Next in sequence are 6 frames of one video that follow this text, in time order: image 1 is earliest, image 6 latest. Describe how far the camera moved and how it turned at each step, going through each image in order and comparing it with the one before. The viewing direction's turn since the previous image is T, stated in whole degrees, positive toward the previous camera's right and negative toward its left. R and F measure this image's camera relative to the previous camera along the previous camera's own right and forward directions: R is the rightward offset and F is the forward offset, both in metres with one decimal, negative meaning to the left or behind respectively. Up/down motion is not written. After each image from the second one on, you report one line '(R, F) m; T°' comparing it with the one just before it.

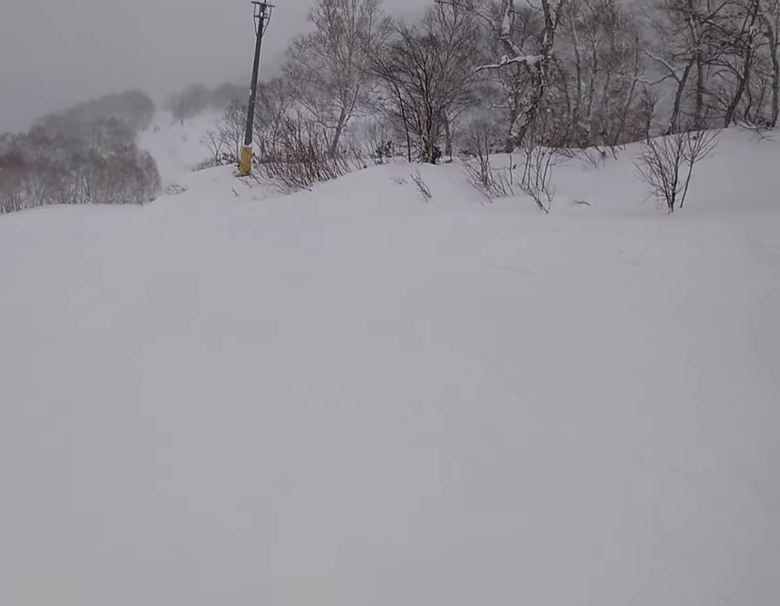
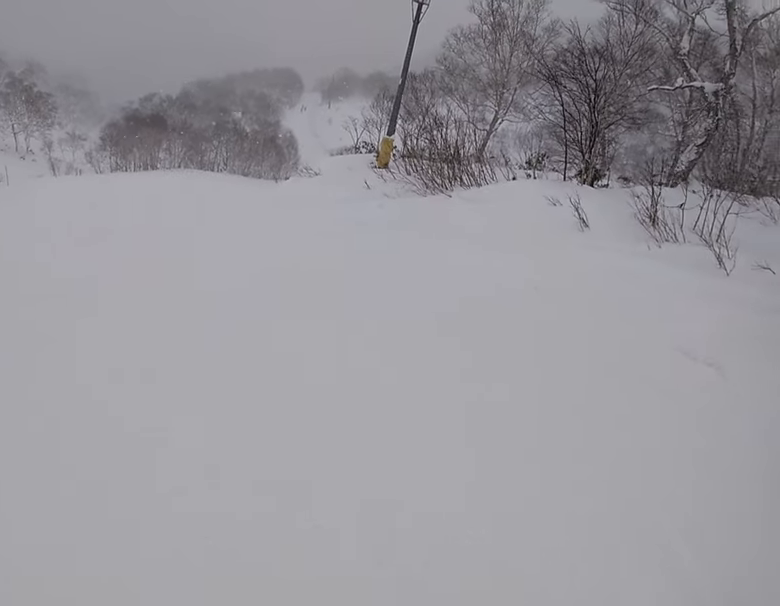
(-0.5, +2.0) m; -19°
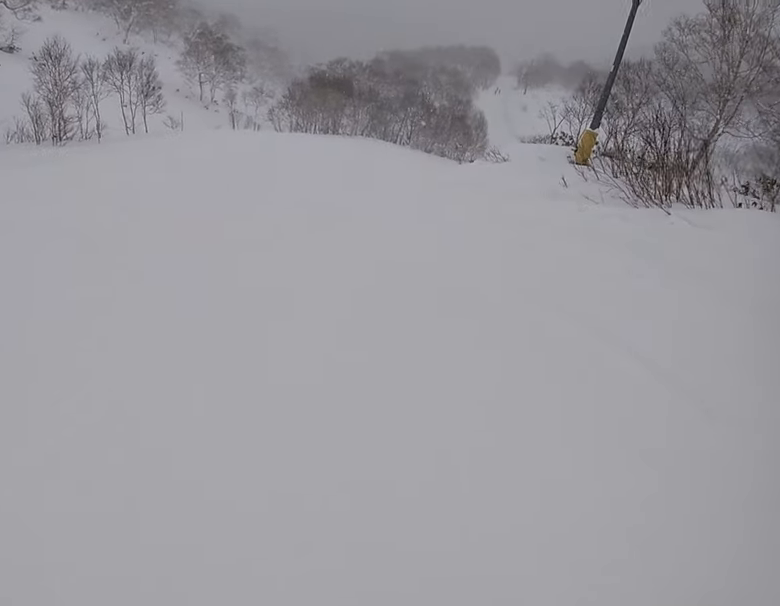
(-0.2, +2.3) m; -21°
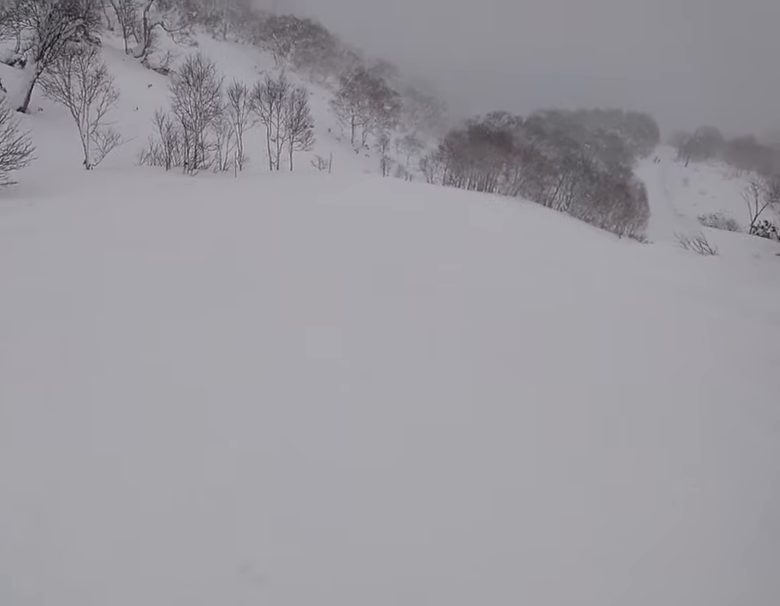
(-1.5, +4.8) m; -22°
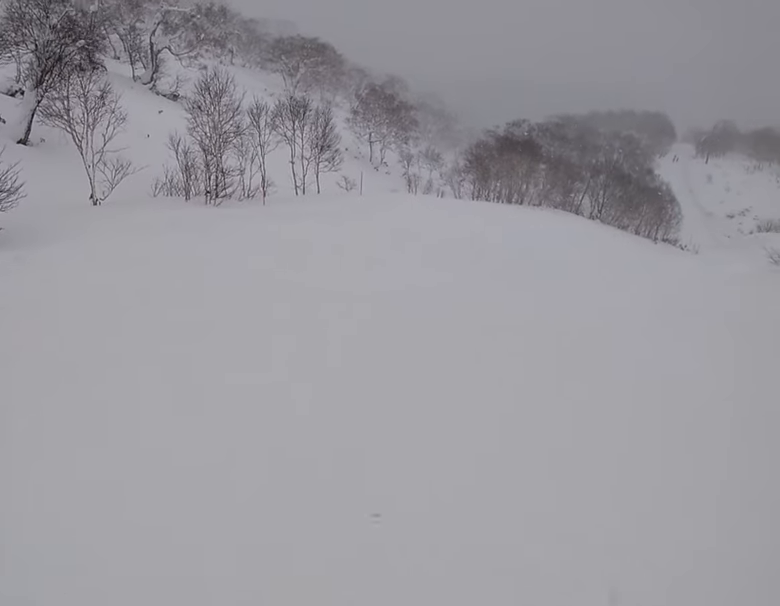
(-0.5, +3.4) m; 0°
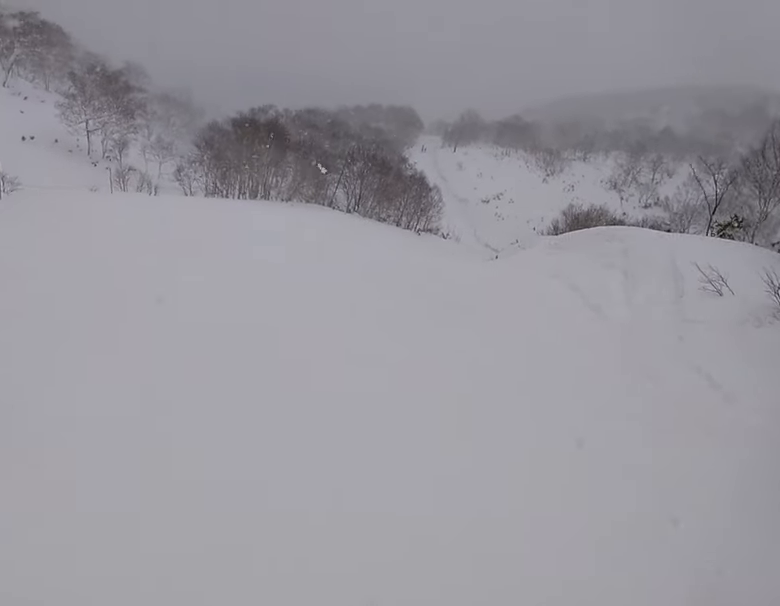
(+6.4, +11.4) m; +37°
